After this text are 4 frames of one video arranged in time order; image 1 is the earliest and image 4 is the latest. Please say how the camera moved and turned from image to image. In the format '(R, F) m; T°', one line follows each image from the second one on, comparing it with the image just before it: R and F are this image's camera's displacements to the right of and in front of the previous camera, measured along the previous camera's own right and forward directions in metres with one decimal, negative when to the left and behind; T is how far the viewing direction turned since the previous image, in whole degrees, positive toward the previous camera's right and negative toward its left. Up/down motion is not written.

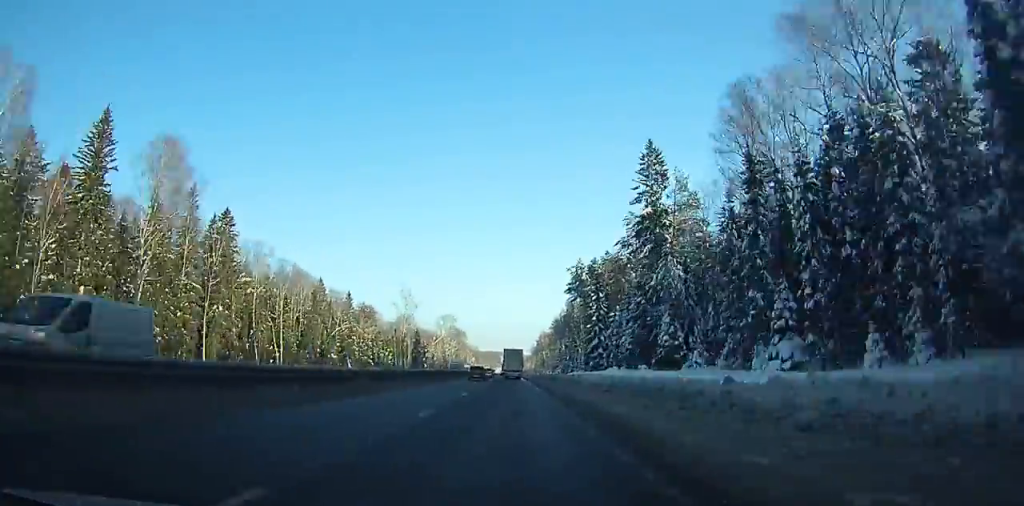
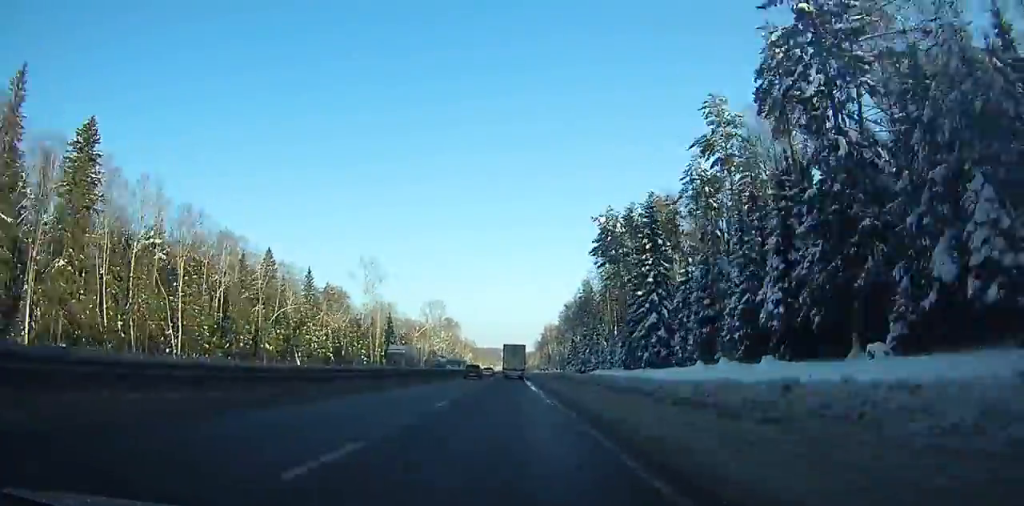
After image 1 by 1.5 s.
(-0.1, +48.7) m; 0°
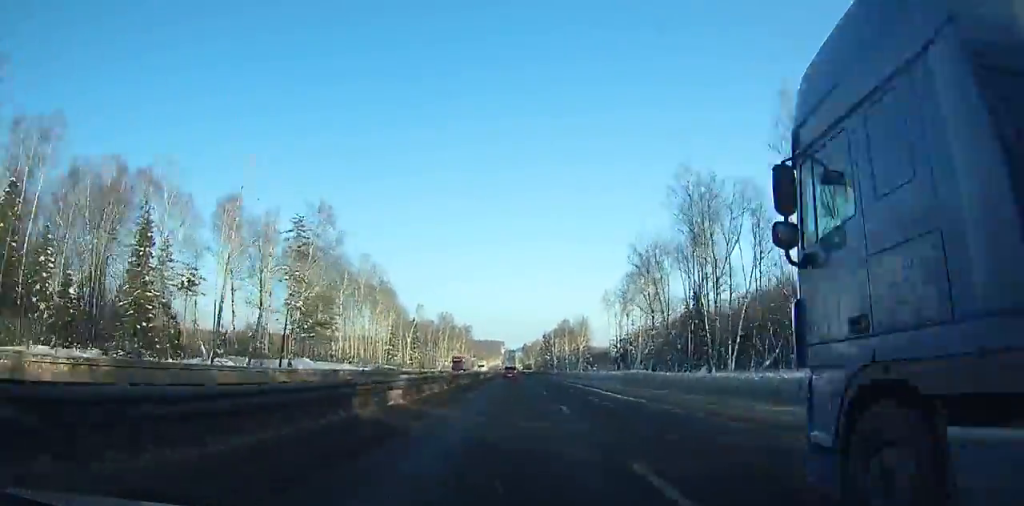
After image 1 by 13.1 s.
(-1.3, +364.5) m; +1°
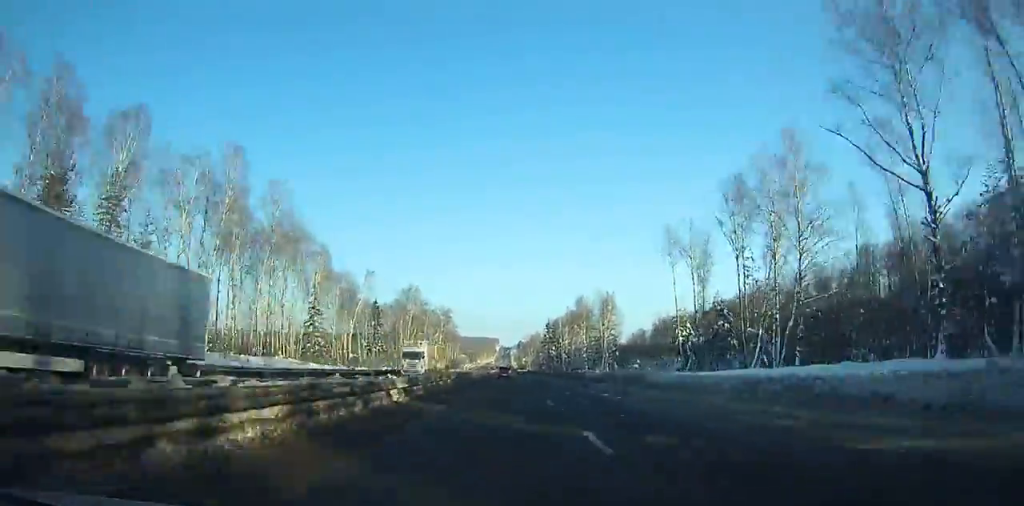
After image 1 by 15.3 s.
(+0.2, +65.6) m; 0°
